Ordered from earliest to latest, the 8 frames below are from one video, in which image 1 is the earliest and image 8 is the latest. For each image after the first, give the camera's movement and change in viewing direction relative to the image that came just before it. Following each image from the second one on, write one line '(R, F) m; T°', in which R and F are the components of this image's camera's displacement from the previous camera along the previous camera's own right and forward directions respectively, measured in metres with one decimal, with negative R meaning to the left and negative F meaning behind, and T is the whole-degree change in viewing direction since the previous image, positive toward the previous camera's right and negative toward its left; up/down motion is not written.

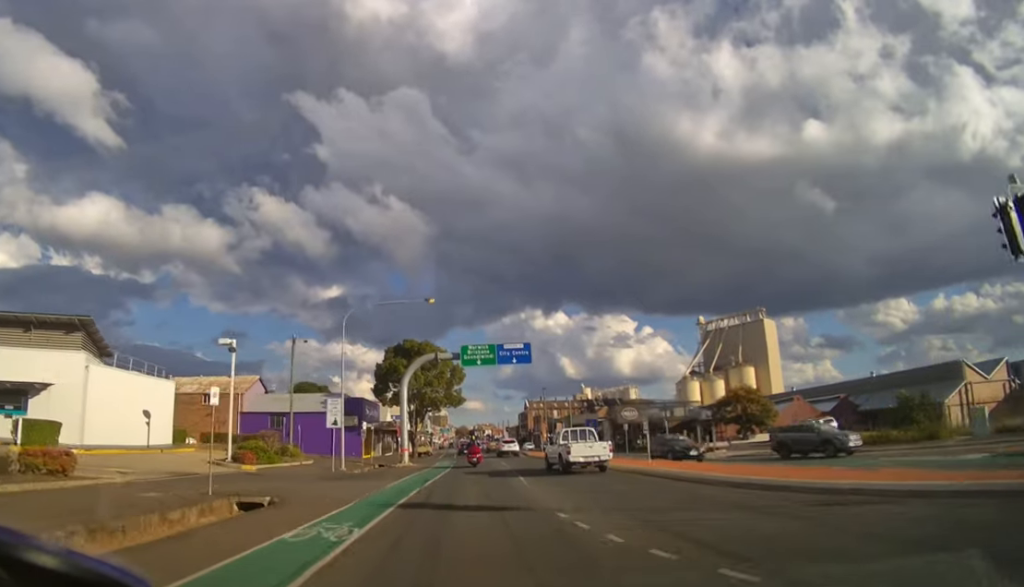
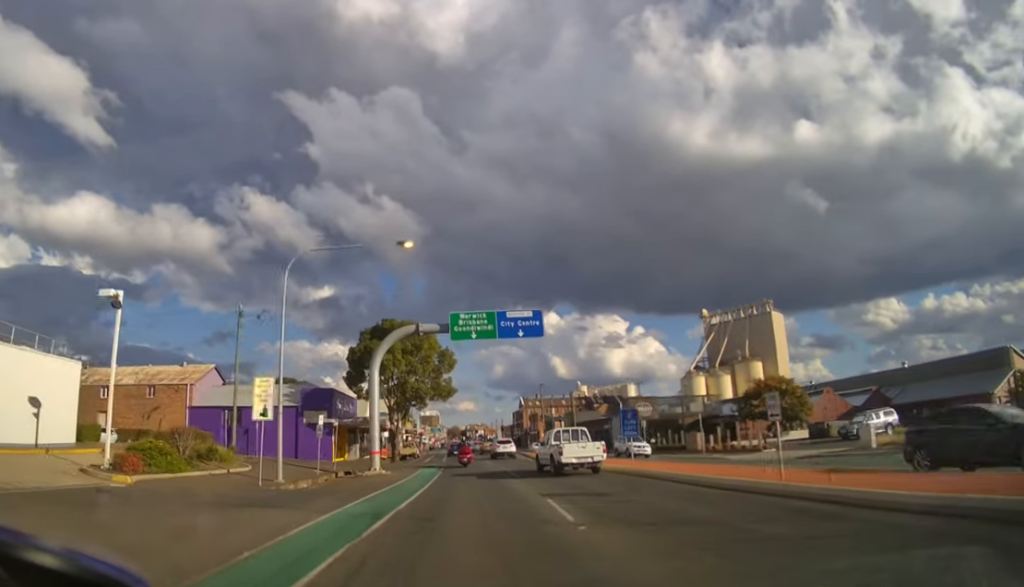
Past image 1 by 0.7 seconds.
(0.0, +9.1) m; +1°
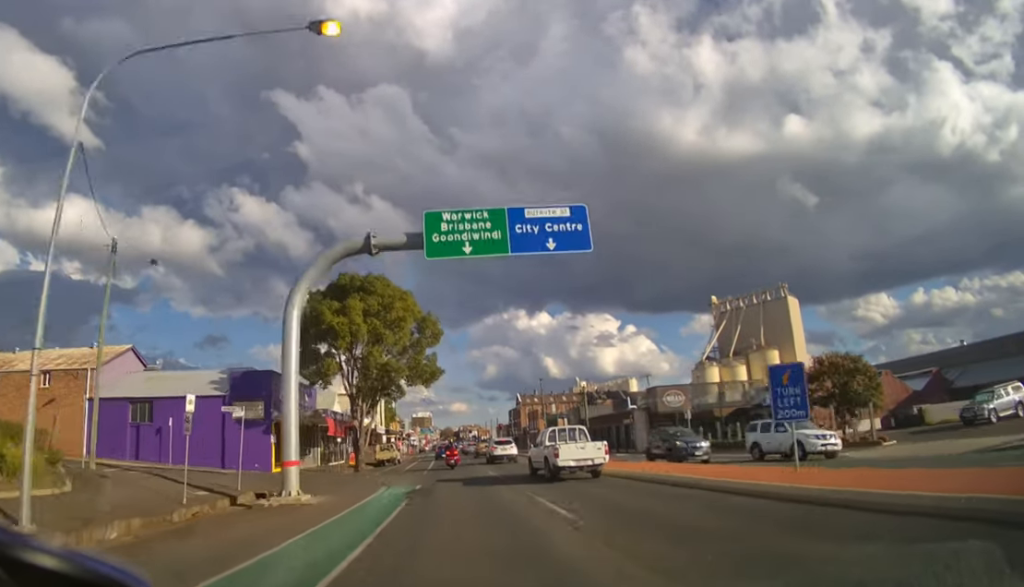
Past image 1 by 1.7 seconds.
(+0.1, +12.7) m; +1°
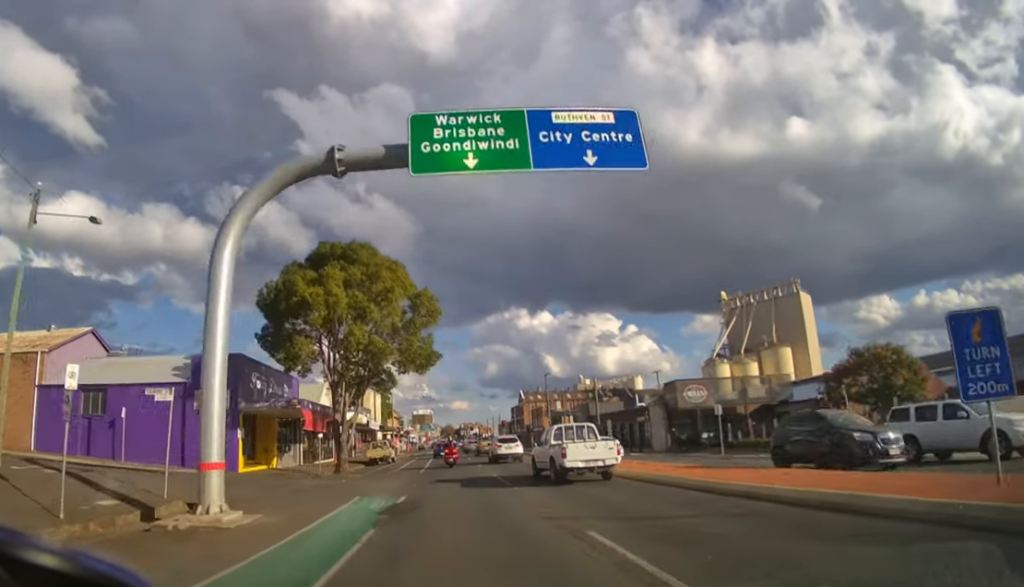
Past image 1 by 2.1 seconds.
(0.0, +5.1) m; 0°
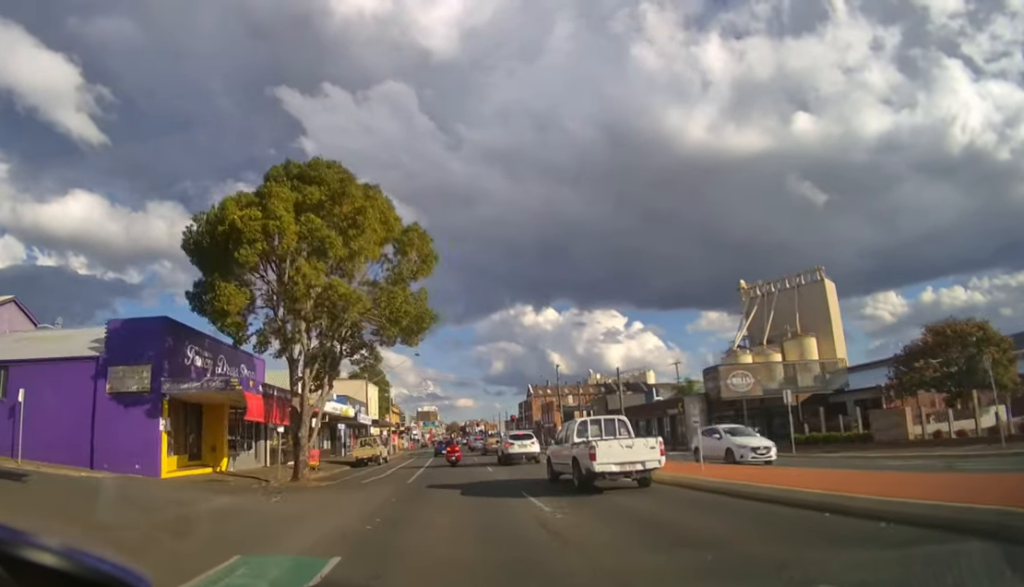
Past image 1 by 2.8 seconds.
(0.0, +8.0) m; 0°
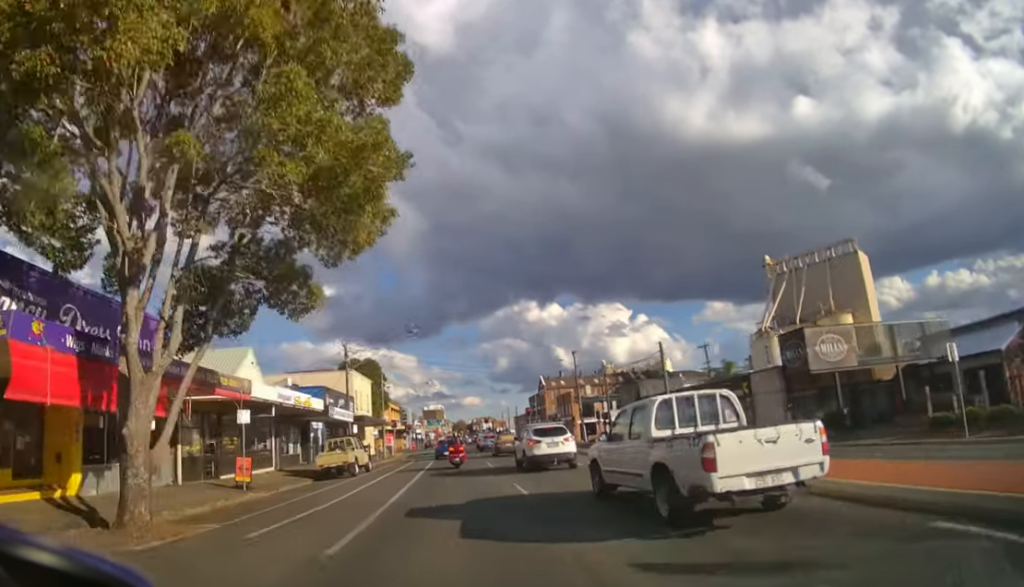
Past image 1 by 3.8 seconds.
(0.0, +10.1) m; -1°
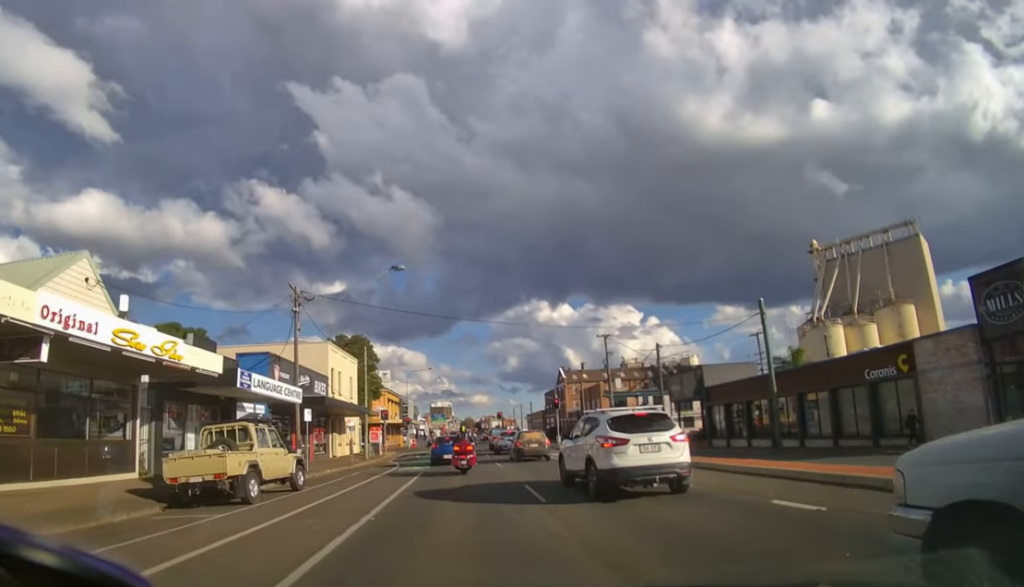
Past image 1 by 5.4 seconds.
(-0.2, +12.2) m; -2°
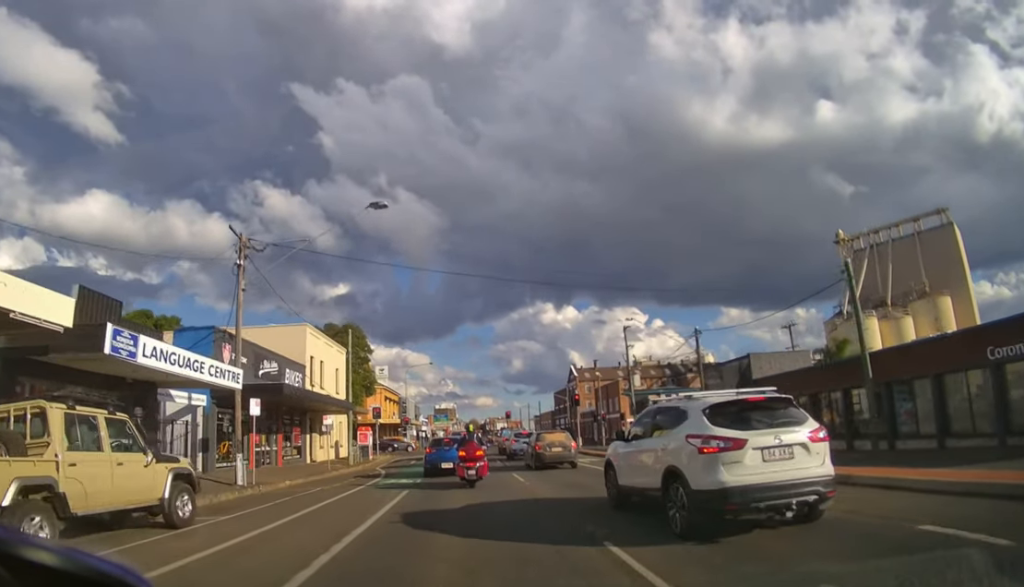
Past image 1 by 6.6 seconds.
(-0.1, +6.9) m; -2°
